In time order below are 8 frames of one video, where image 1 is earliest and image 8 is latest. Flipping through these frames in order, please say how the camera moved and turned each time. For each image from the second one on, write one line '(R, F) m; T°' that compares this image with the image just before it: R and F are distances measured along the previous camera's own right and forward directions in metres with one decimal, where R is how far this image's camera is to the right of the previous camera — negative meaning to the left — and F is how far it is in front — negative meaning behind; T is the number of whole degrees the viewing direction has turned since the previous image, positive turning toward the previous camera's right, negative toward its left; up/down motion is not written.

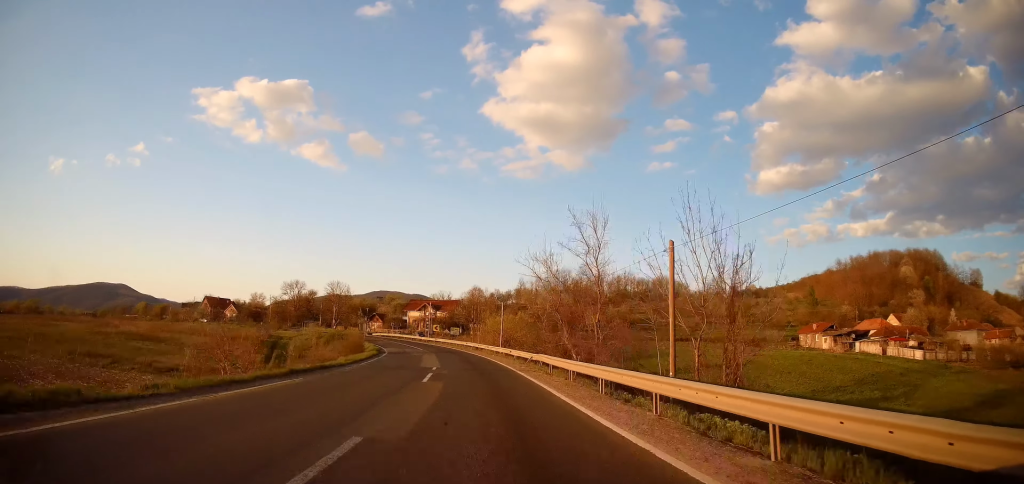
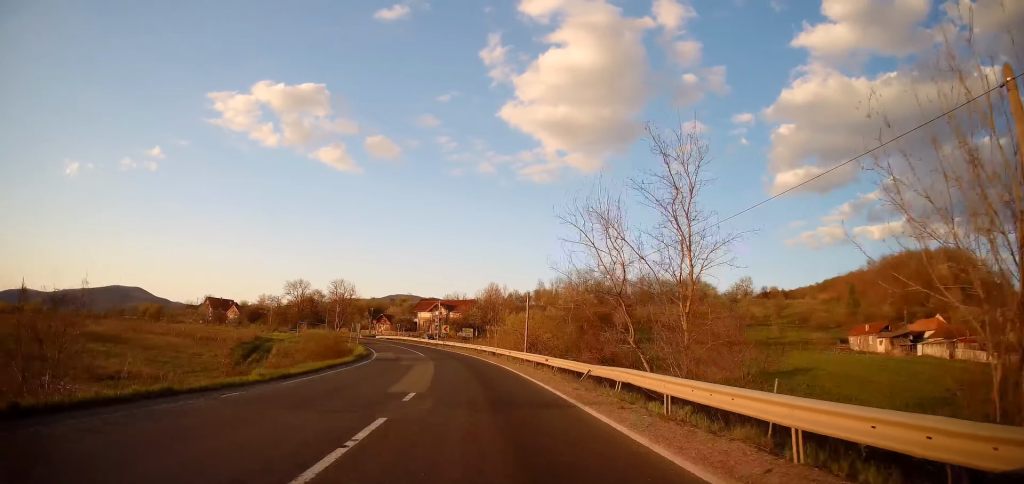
(-0.3, +12.2) m; -1°
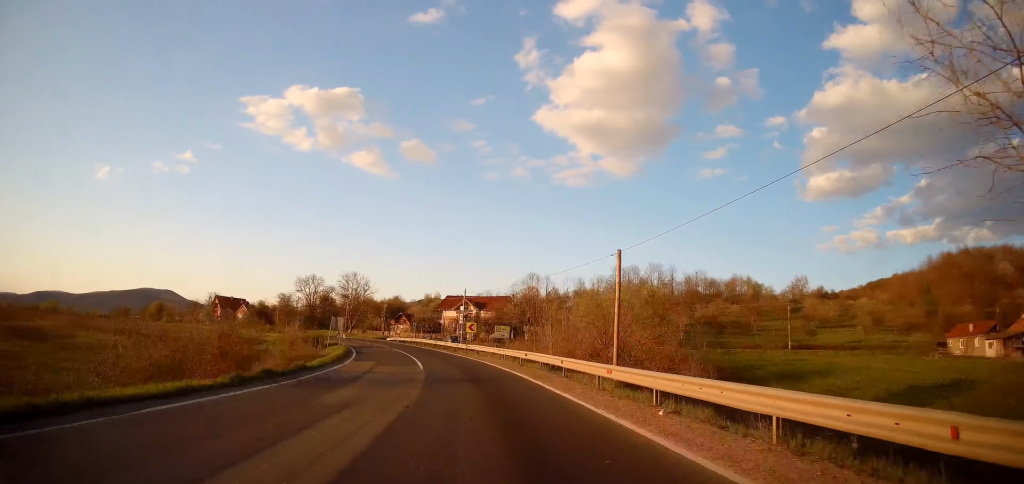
(-0.2, +19.1) m; -2°
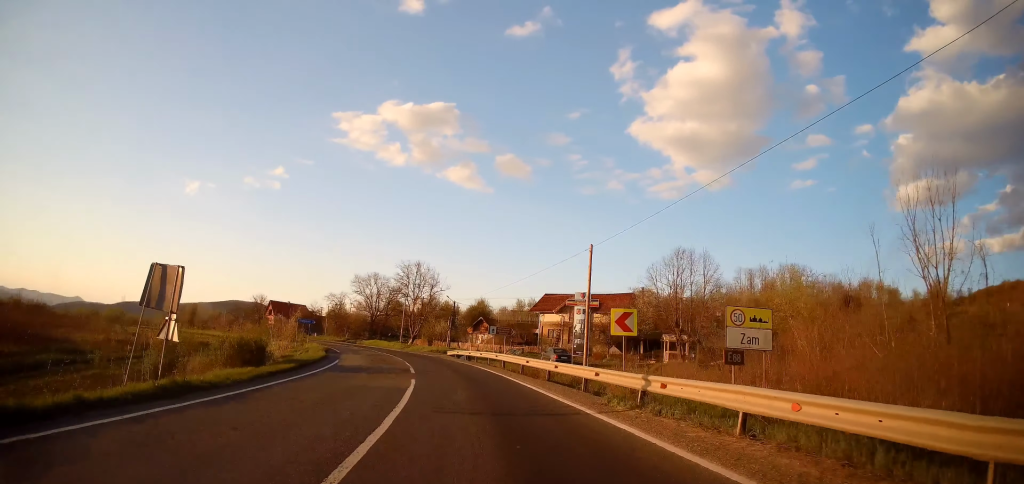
(-1.9, +30.9) m; -8°
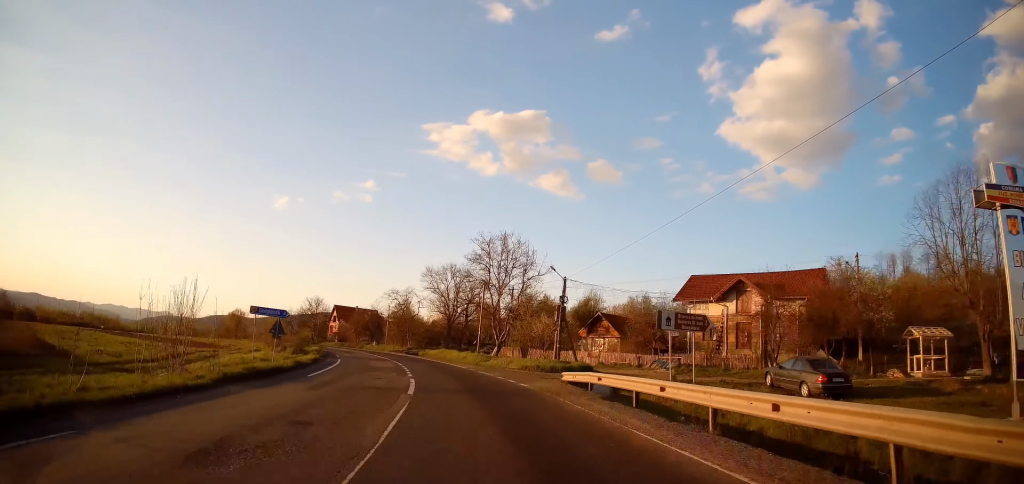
(-2.1, +26.5) m; -9°
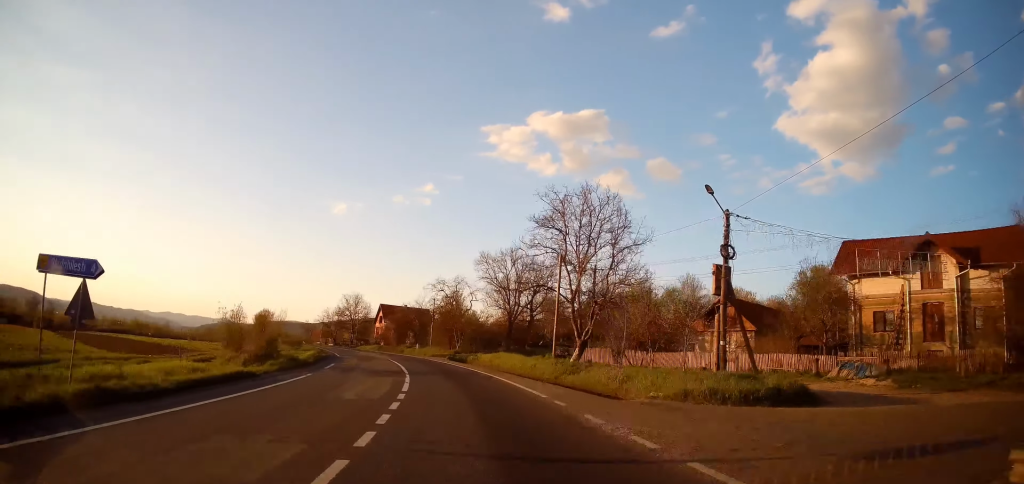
(-0.7, +16.8) m; -6°
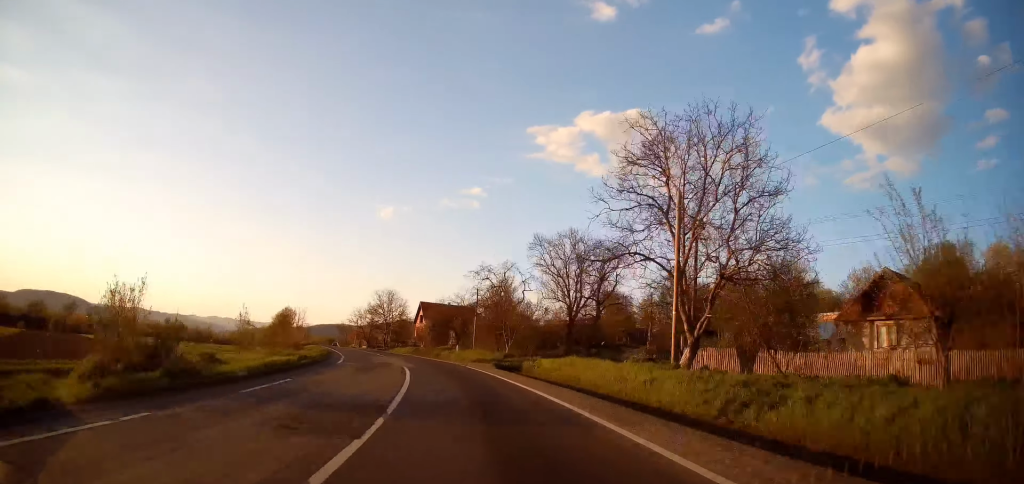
(-0.6, +13.2) m; -5°
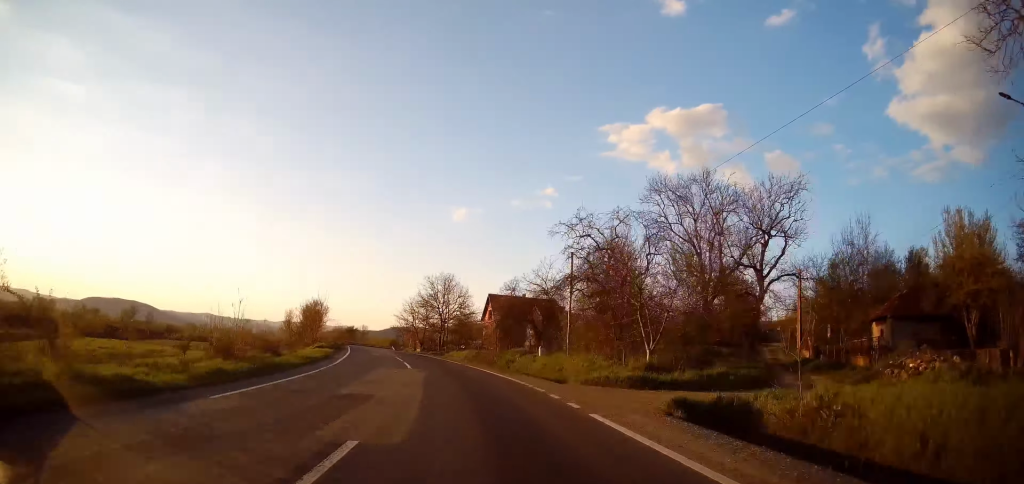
(-1.7, +21.4) m; -9°
